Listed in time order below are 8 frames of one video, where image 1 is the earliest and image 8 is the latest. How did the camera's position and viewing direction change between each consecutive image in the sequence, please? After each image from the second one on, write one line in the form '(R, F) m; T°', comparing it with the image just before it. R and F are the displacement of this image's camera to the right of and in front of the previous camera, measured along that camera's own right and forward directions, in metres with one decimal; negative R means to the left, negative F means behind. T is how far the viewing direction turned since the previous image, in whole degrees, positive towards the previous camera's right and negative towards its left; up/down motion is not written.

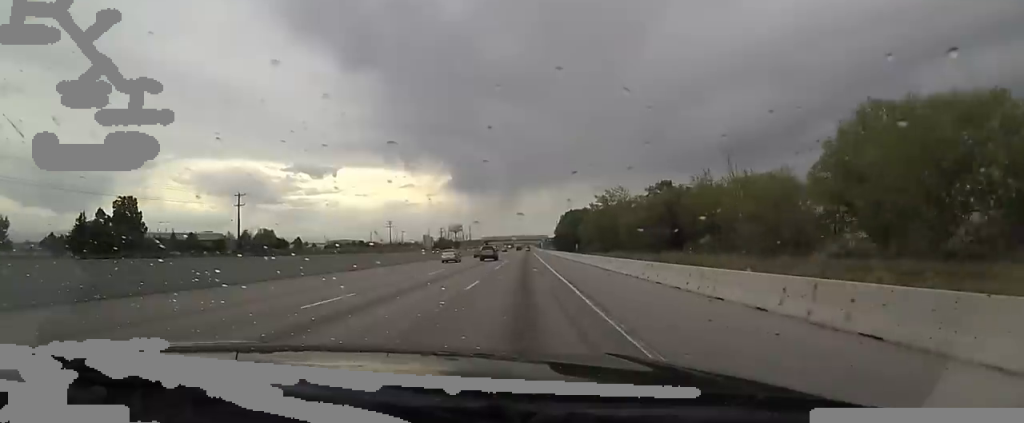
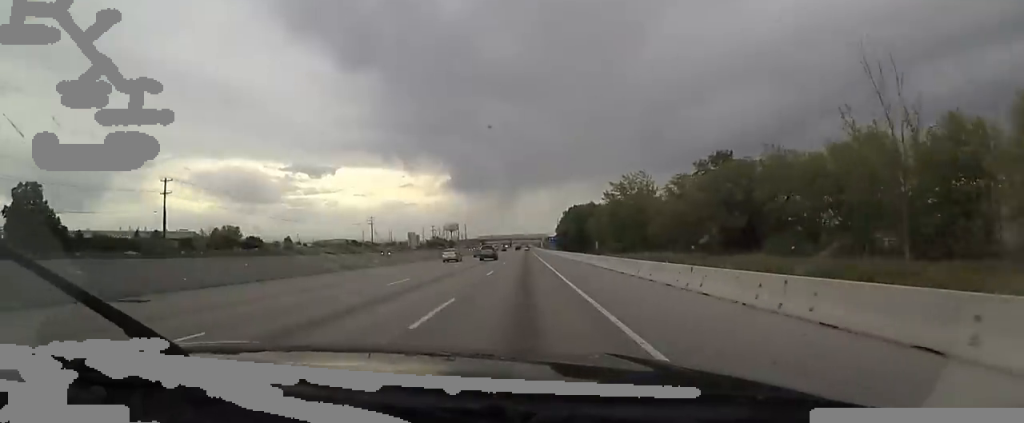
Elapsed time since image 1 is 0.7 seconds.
(+0.9, +22.9) m; +2°
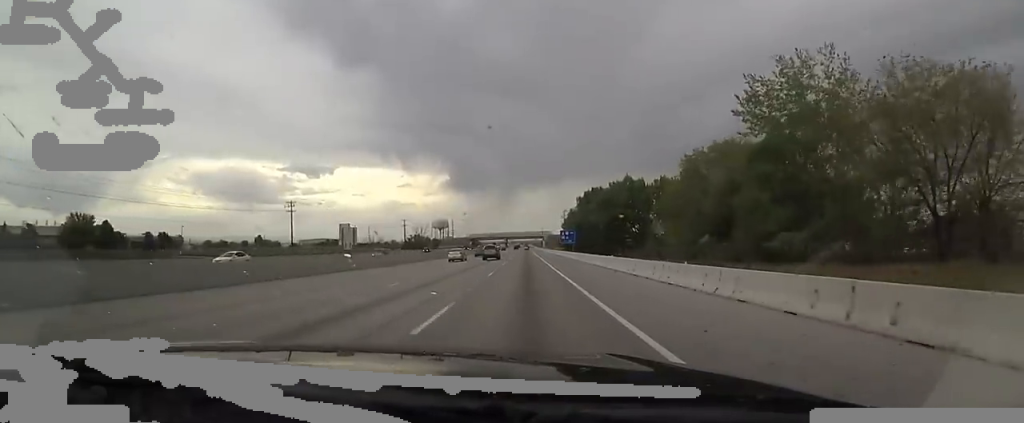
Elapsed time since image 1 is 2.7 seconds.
(-1.2, +62.8) m; -2°
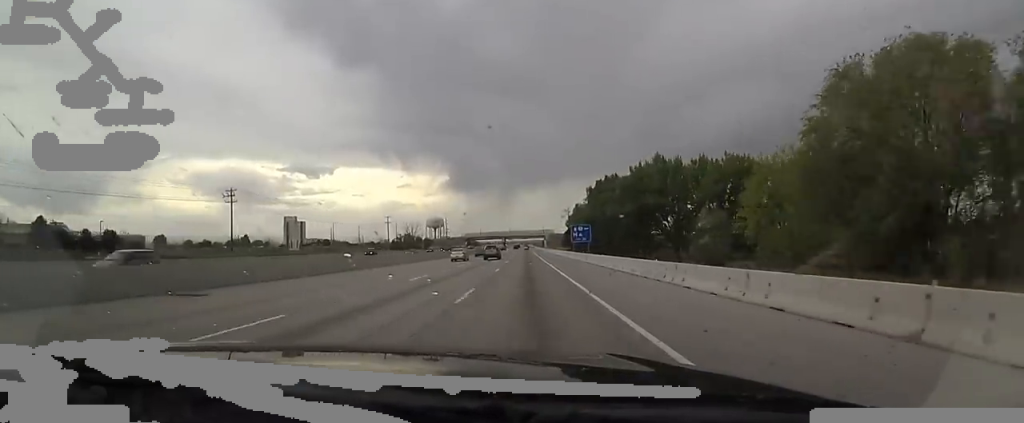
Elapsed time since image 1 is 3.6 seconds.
(+0.4, +25.7) m; +1°
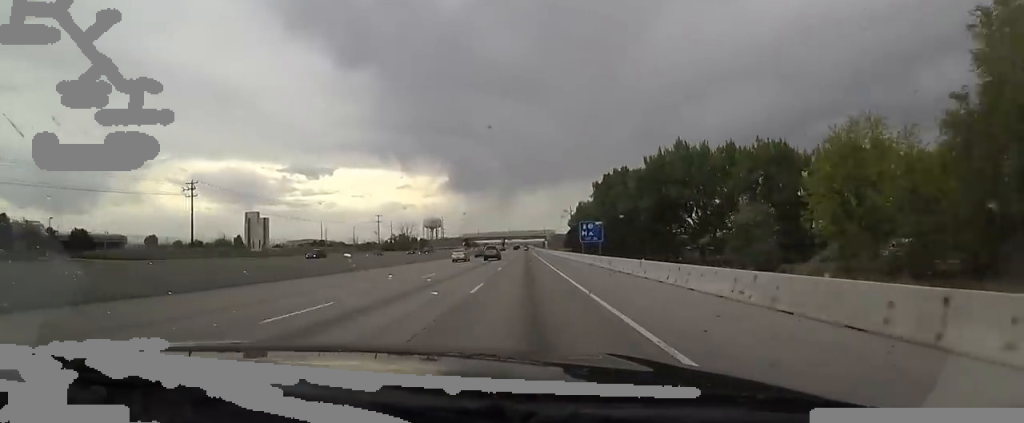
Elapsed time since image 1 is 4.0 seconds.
(+0.2, +12.3) m; +1°
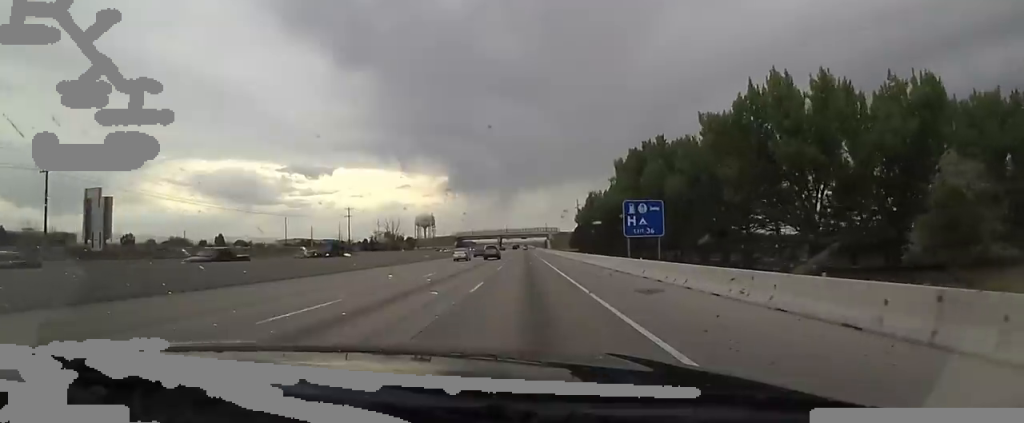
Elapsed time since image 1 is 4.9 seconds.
(+0.1, +29.6) m; 0°
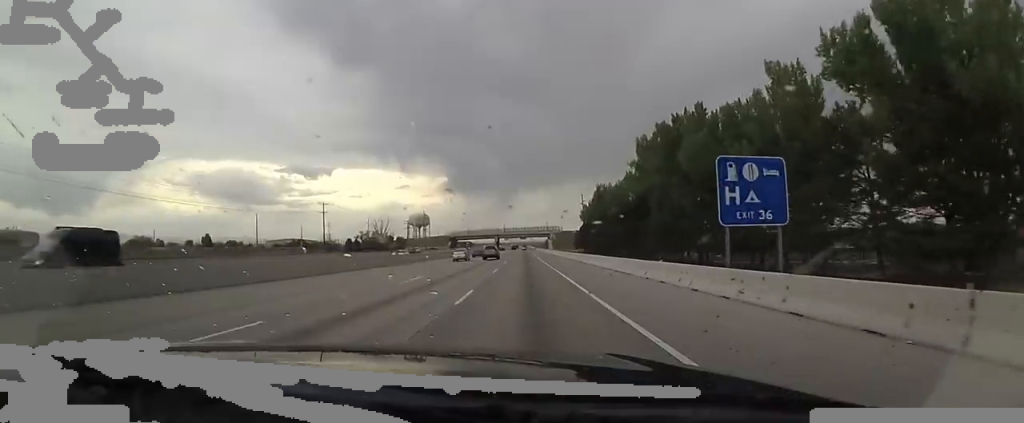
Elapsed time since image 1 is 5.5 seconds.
(0.0, +18.4) m; 0°
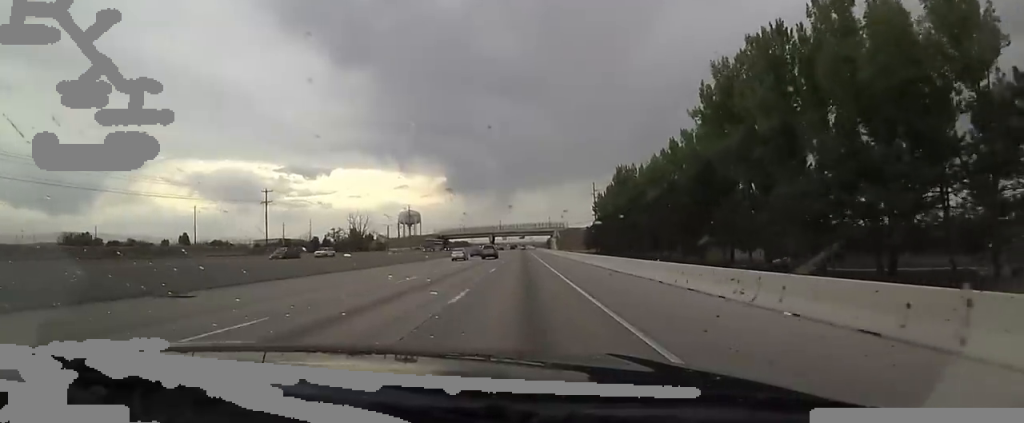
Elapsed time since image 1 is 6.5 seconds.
(0.0, +29.7) m; -1°
